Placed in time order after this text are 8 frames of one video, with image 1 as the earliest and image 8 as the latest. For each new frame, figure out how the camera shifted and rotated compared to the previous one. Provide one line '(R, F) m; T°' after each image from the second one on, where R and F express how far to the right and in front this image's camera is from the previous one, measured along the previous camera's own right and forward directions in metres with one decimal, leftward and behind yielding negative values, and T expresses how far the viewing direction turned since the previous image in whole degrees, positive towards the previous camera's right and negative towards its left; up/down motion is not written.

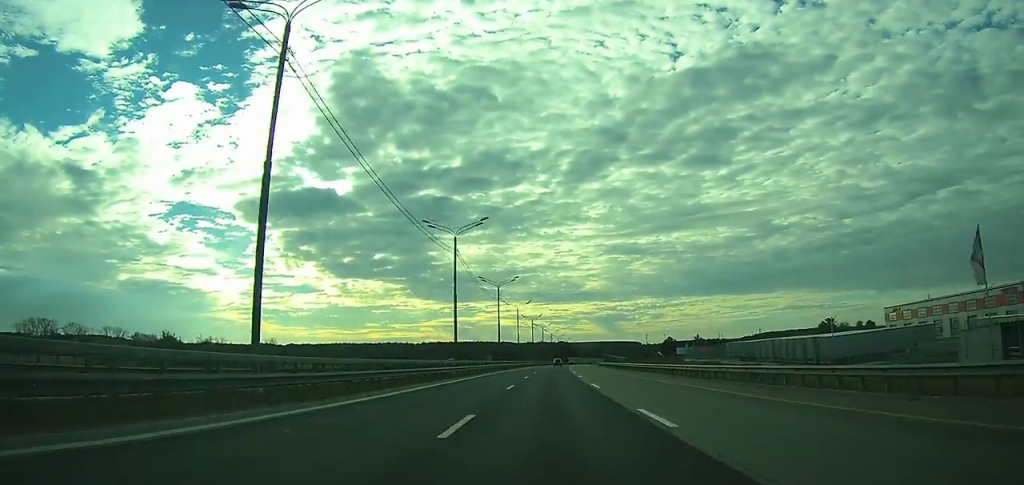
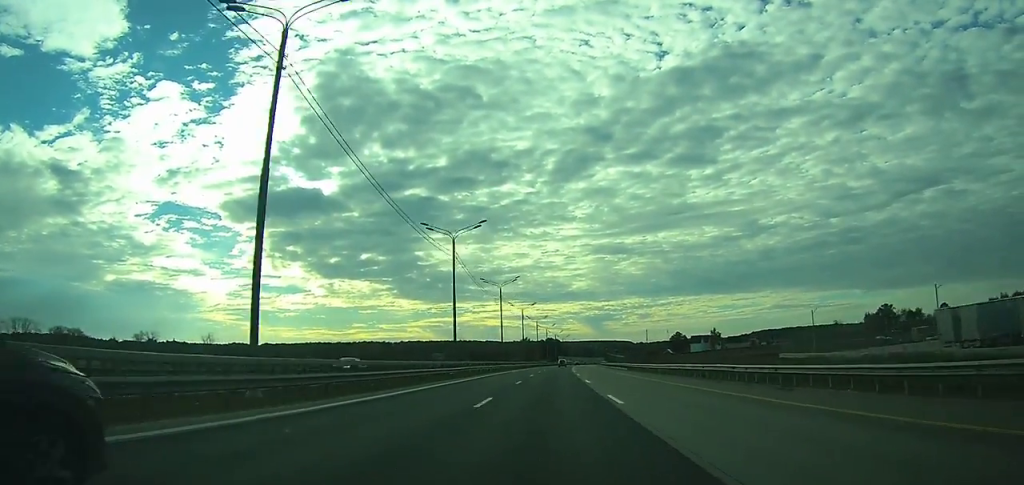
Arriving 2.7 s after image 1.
(+1.2, +73.2) m; +2°
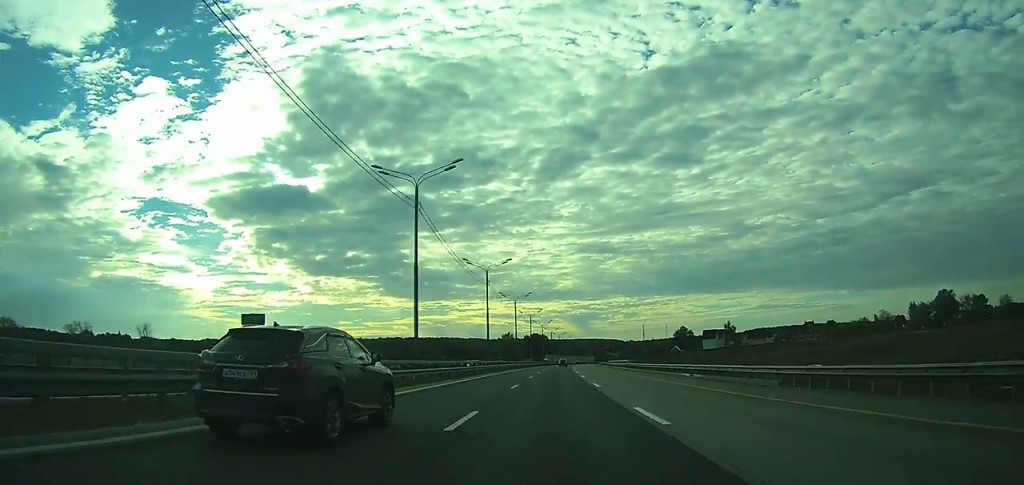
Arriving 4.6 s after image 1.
(+0.4, +57.0) m; +1°
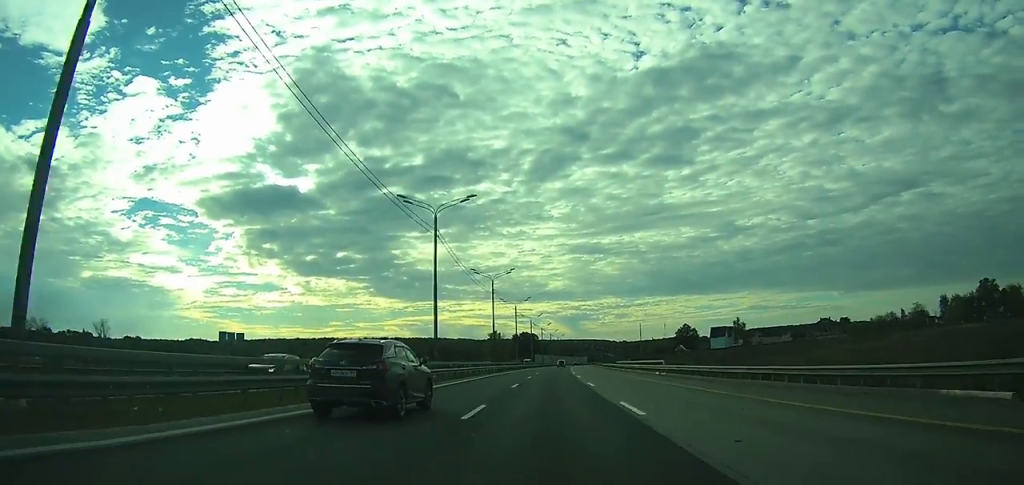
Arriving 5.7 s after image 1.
(+0.2, +30.8) m; +1°
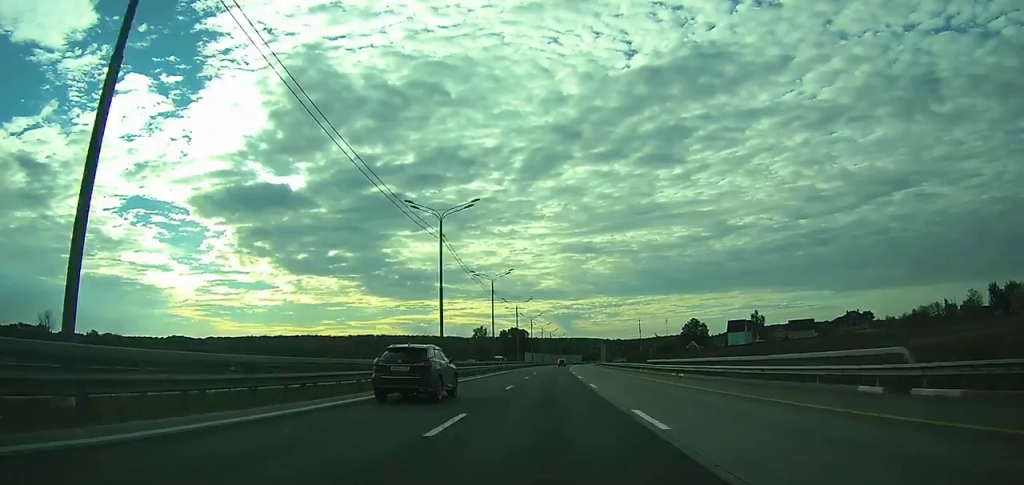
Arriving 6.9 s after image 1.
(+0.3, +35.2) m; +1°
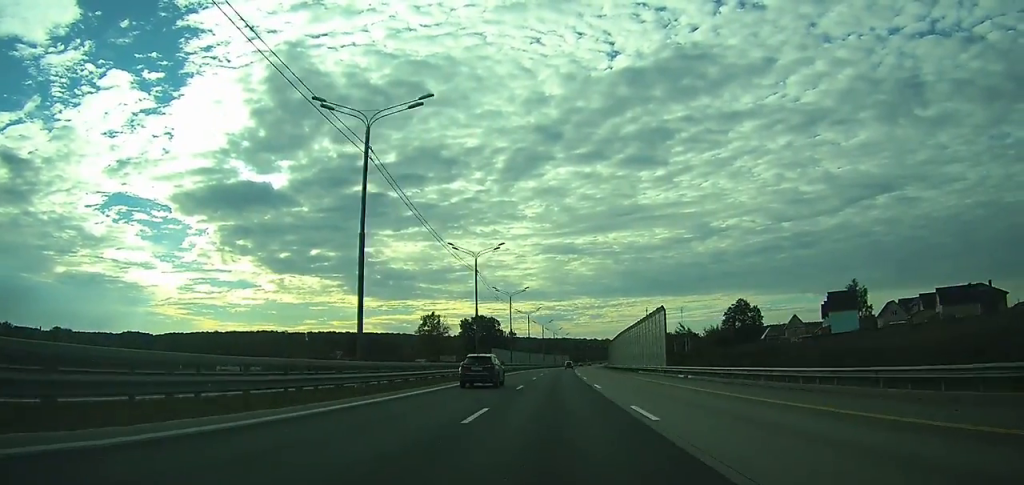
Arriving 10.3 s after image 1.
(+1.5, +88.7) m; +2°
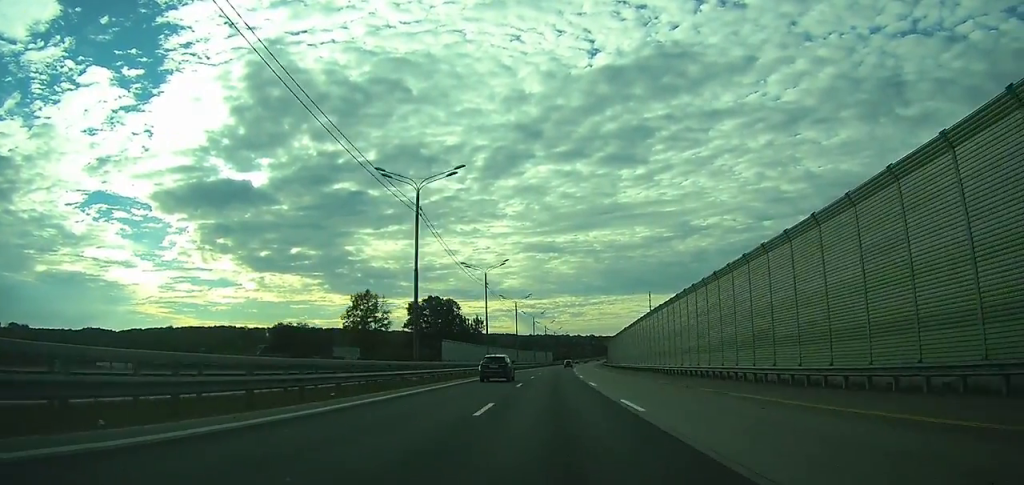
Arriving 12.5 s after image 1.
(+0.5, +61.6) m; +1°
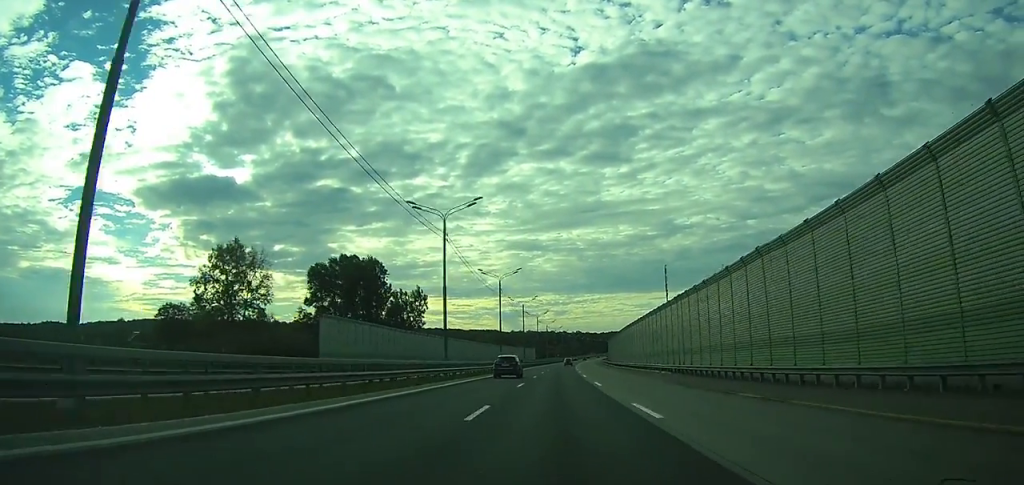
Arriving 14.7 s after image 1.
(+0.9, +65.3) m; +1°
